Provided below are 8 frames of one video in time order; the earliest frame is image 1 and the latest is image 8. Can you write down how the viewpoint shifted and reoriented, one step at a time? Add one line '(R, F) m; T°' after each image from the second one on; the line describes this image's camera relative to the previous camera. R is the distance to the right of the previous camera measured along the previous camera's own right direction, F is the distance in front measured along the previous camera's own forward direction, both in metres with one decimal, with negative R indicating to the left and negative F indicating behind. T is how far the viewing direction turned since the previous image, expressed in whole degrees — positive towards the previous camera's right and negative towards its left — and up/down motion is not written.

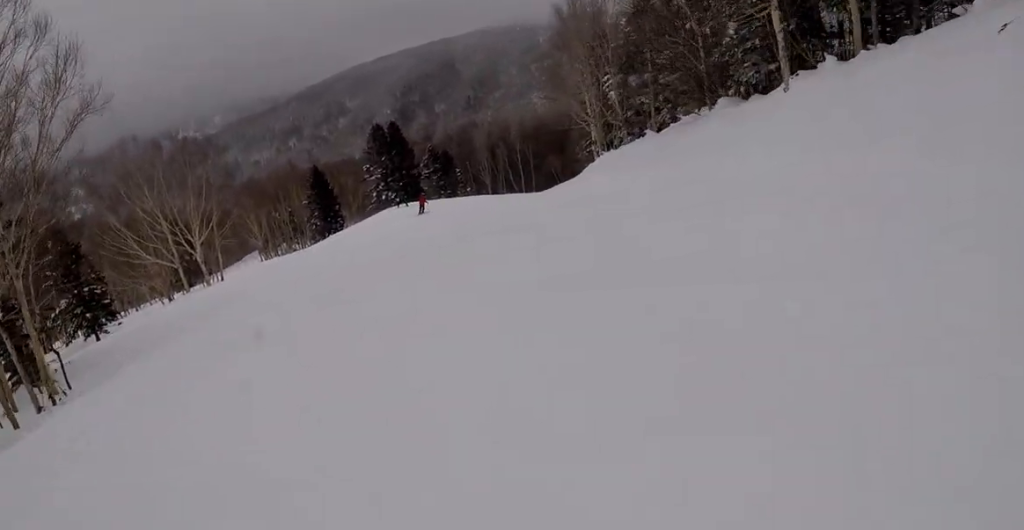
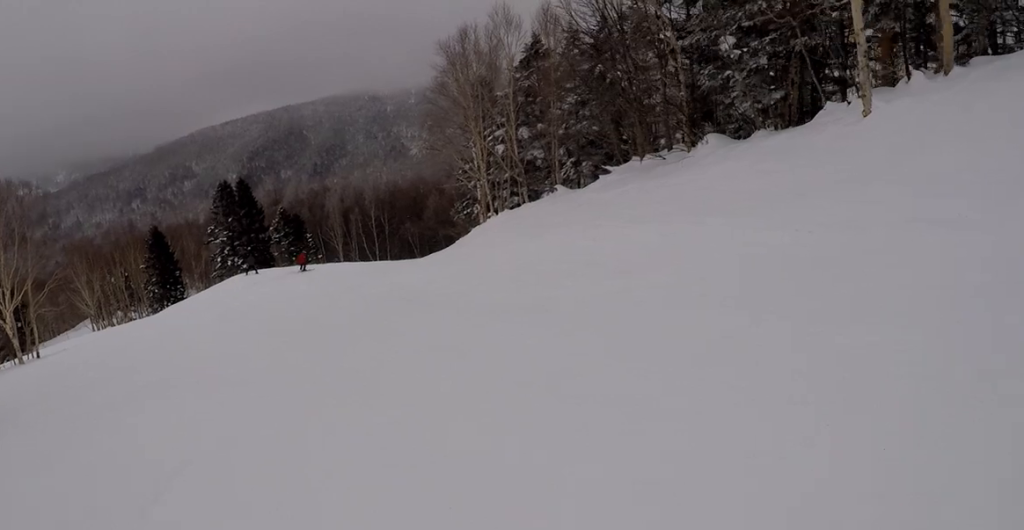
(+1.4, +7.2) m; +7°
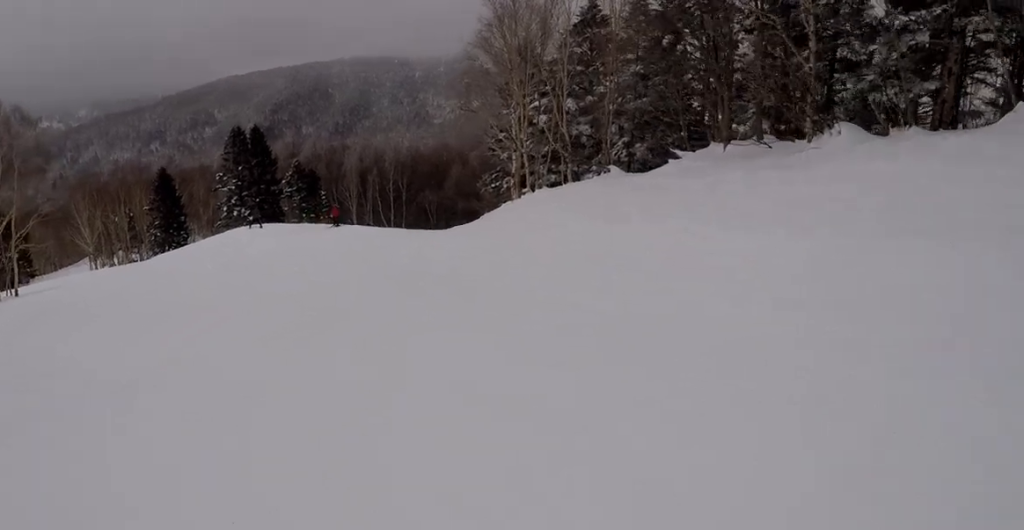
(0.0, +4.0) m; -2°
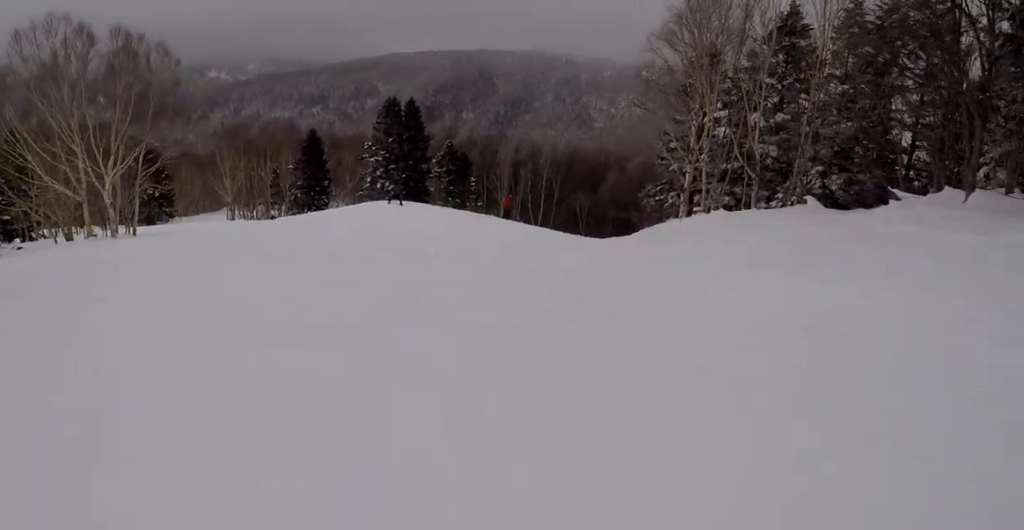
(-0.1, +3.4) m; -4°
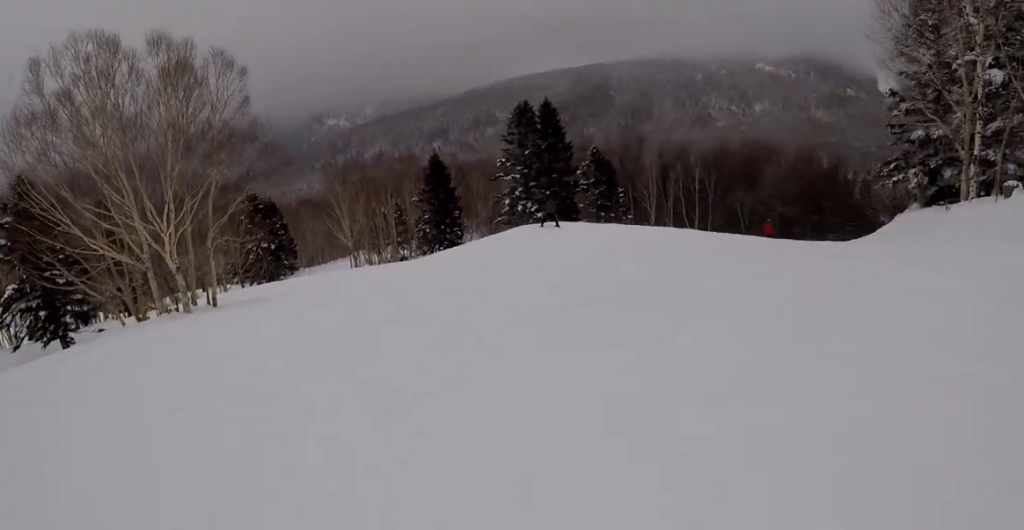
(-0.8, +9.3) m; -10°
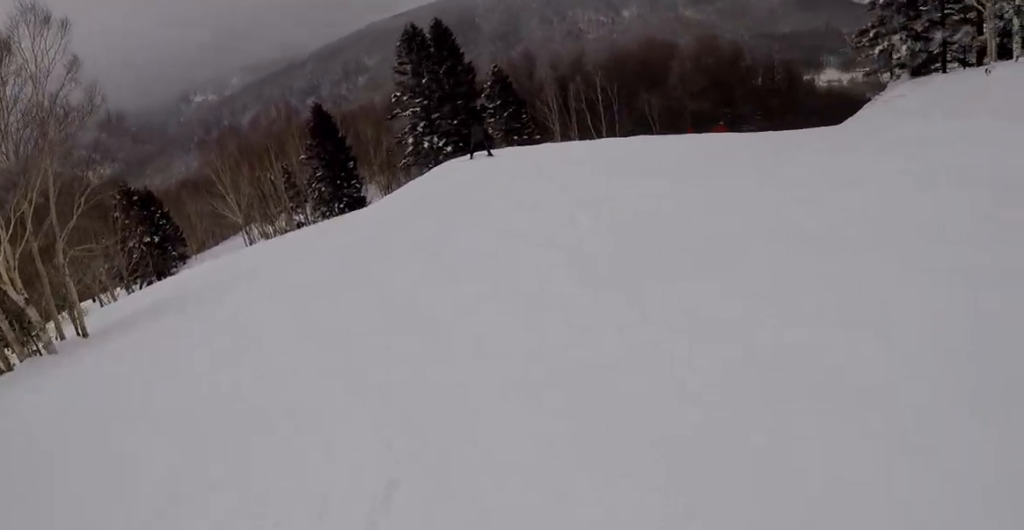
(-0.5, +5.0) m; +10°
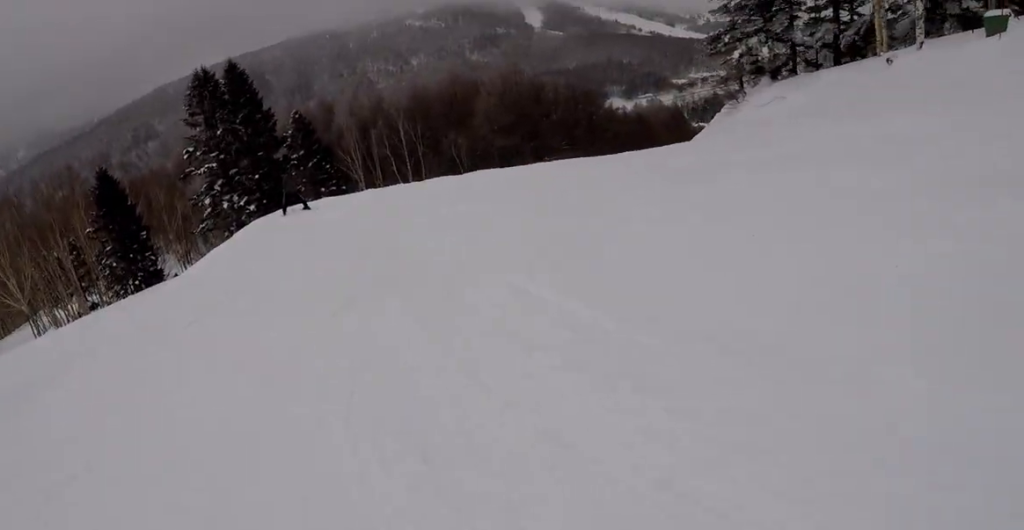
(+0.5, +3.3) m; +14°
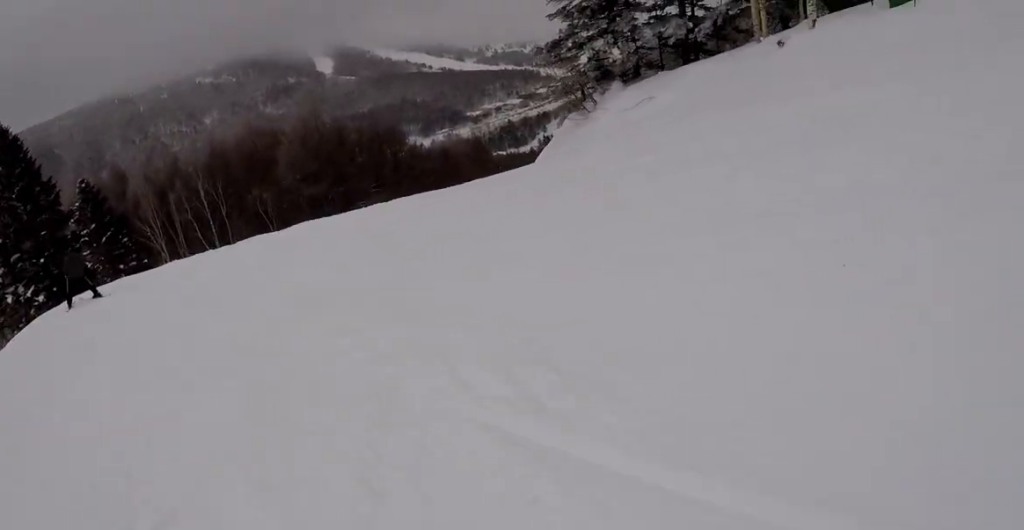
(+0.6, +3.4) m; +18°
